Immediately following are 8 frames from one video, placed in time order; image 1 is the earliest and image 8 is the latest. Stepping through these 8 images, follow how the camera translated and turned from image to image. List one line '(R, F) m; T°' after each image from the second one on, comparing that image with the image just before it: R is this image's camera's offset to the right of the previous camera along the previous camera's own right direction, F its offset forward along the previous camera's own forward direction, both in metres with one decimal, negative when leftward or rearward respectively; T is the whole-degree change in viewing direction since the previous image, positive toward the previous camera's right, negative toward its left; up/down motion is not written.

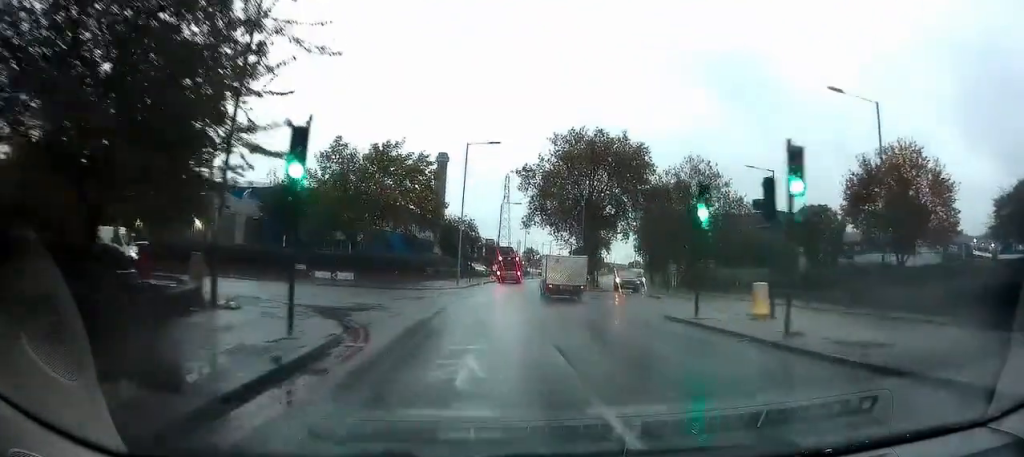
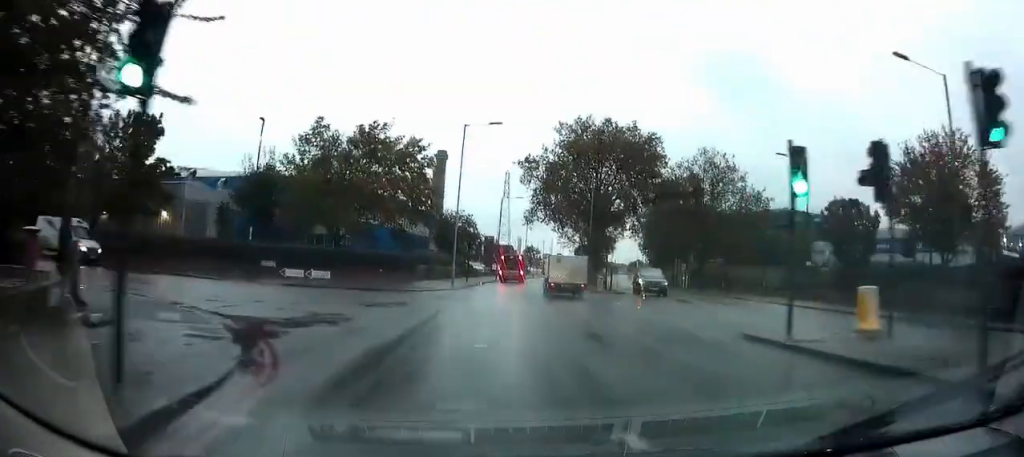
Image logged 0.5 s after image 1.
(-0.1, +5.0) m; 0°
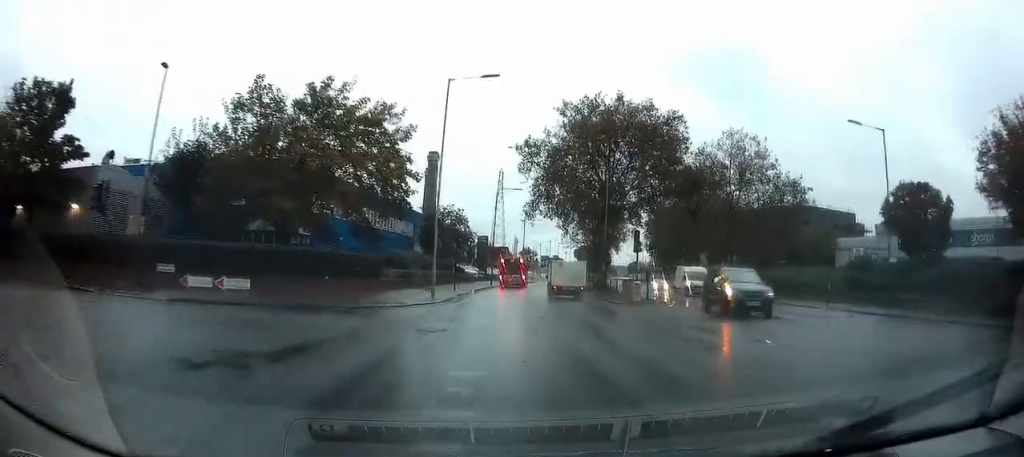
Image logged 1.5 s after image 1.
(+0.2, +10.1) m; +2°
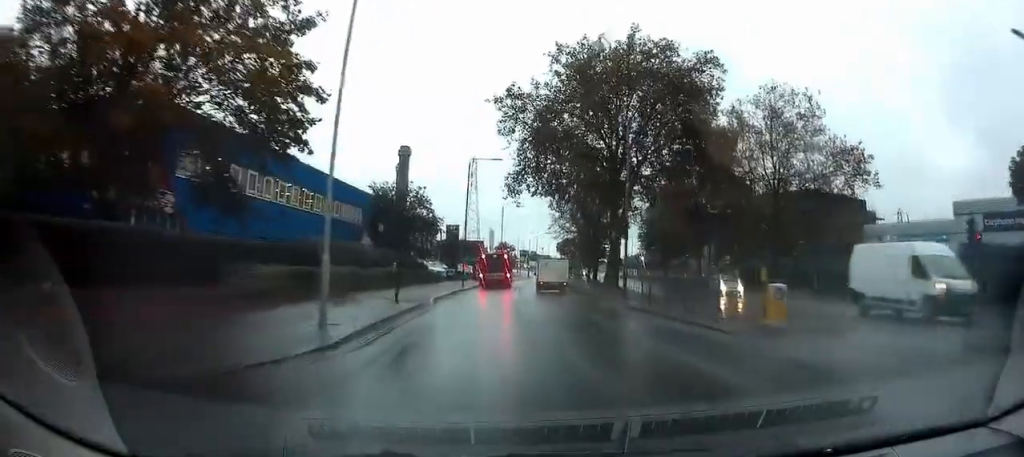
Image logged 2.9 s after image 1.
(+0.2, +14.8) m; +2°
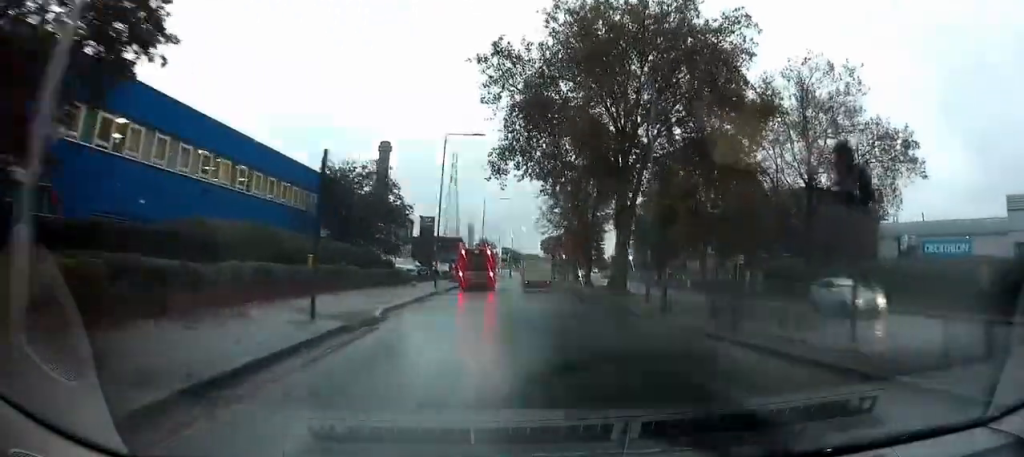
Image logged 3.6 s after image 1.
(0.0, +8.1) m; +1°
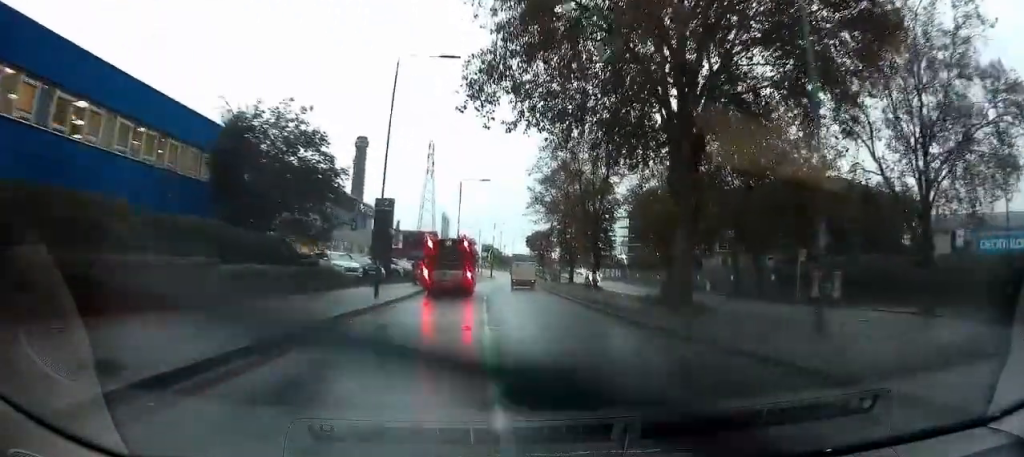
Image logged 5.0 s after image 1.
(+0.3, +14.1) m; +2°
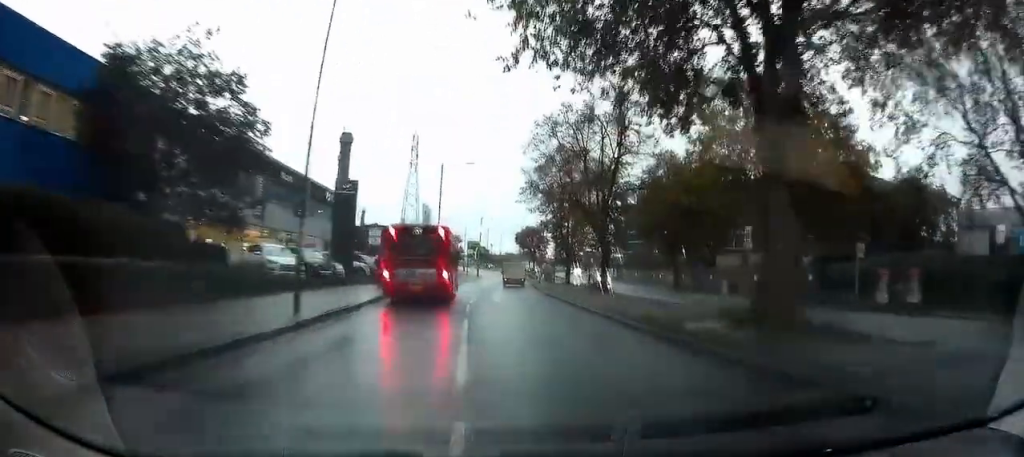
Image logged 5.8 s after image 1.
(+0.1, +8.4) m; +1°
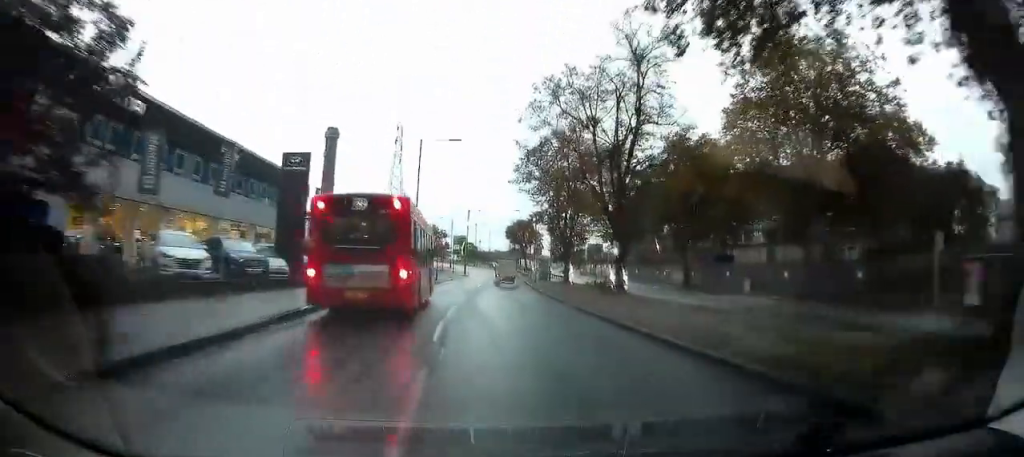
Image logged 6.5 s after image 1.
(+0.1, +7.7) m; +1°
